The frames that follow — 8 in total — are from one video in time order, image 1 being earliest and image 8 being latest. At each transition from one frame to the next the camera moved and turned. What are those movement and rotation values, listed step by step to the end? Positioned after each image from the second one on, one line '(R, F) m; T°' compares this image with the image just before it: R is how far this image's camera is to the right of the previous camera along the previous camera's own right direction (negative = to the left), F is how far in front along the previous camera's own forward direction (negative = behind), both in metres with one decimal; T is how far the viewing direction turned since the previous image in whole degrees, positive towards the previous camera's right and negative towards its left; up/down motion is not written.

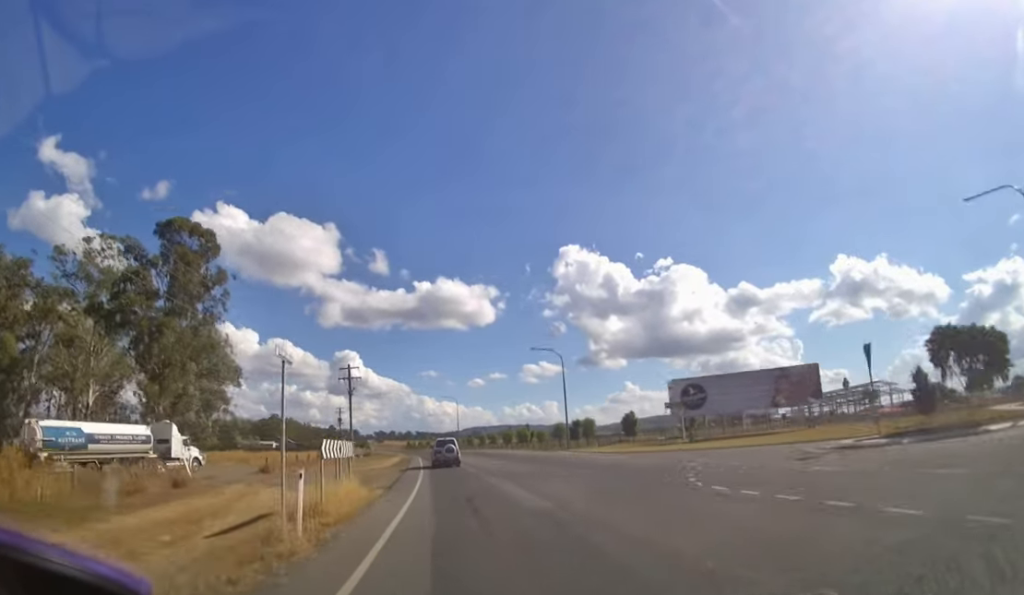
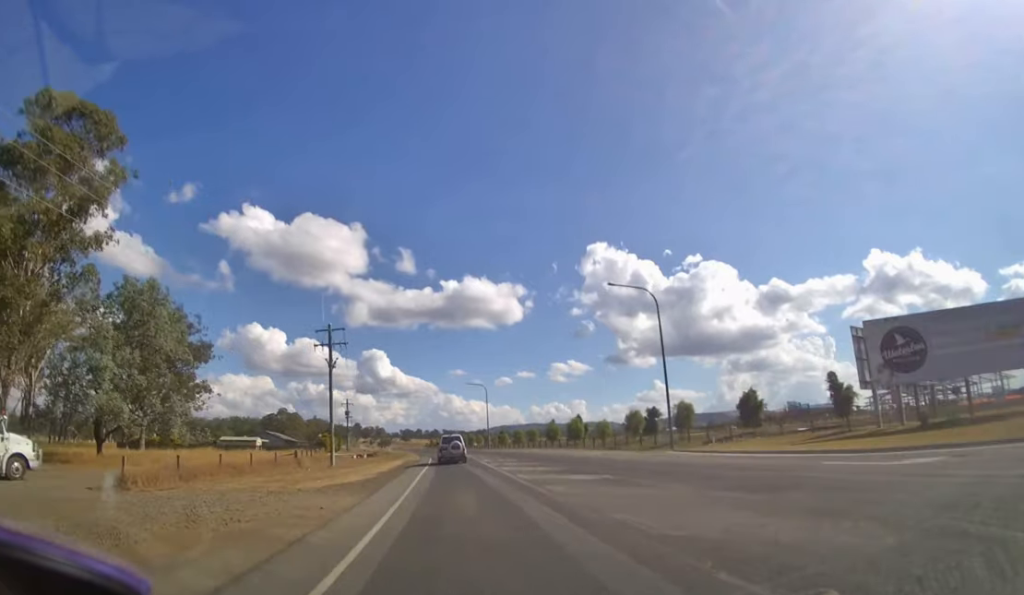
(-0.4, +19.5) m; -3°
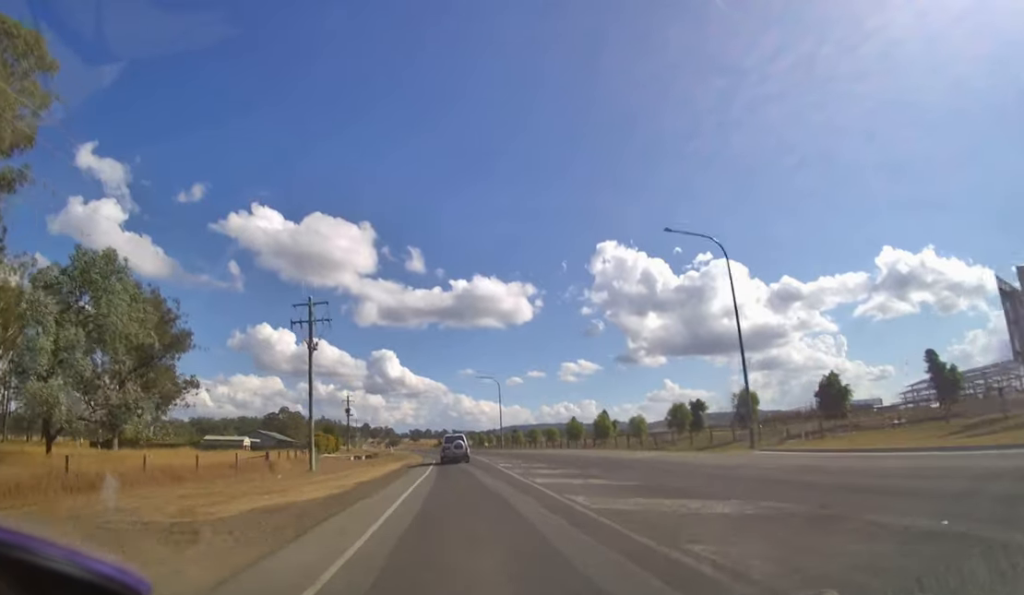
(0.0, +7.3) m; -1°
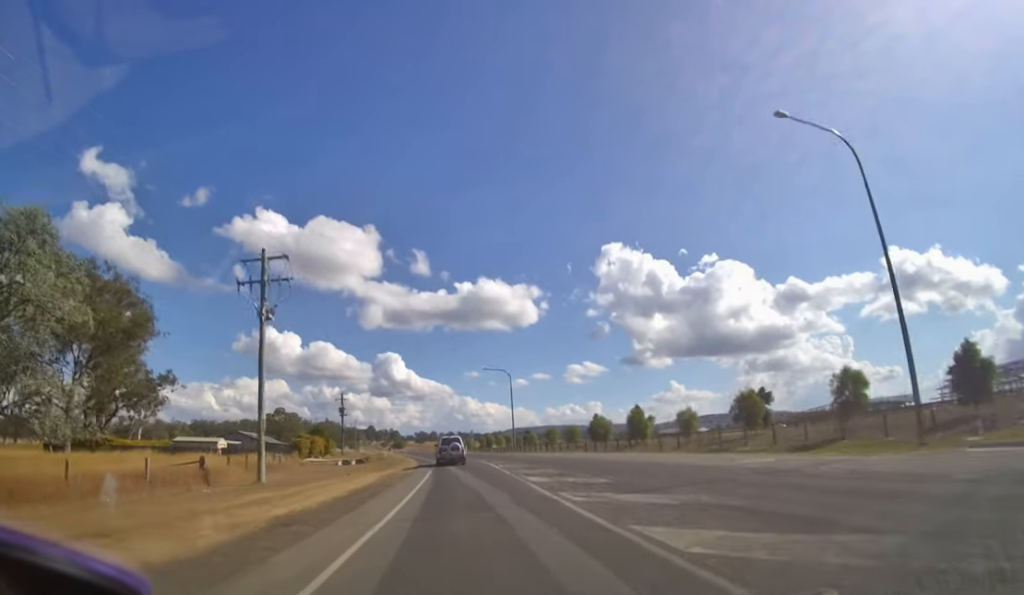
(-0.1, +8.2) m; -1°
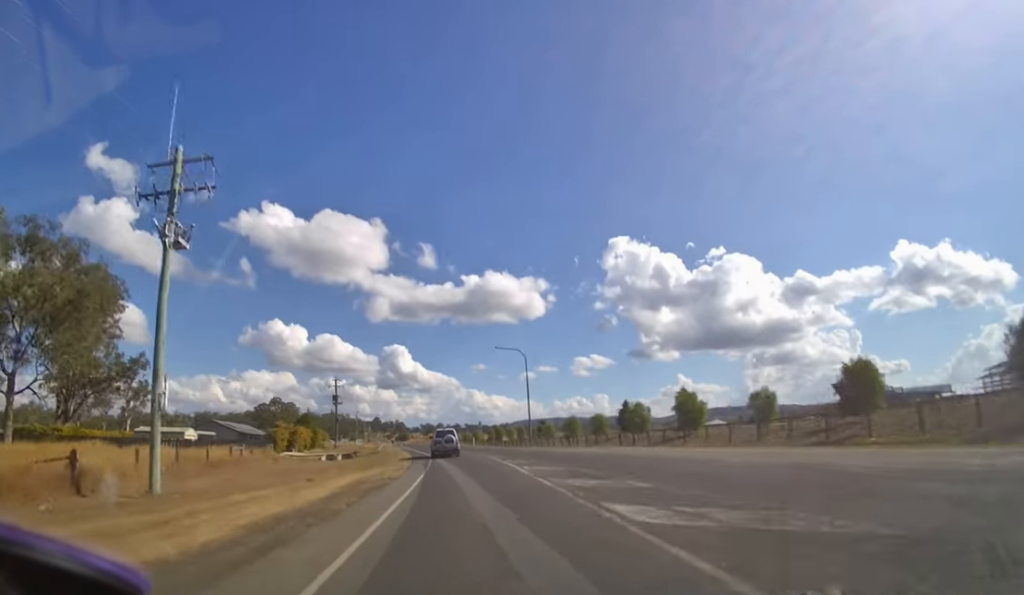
(0.0, +8.1) m; -1°
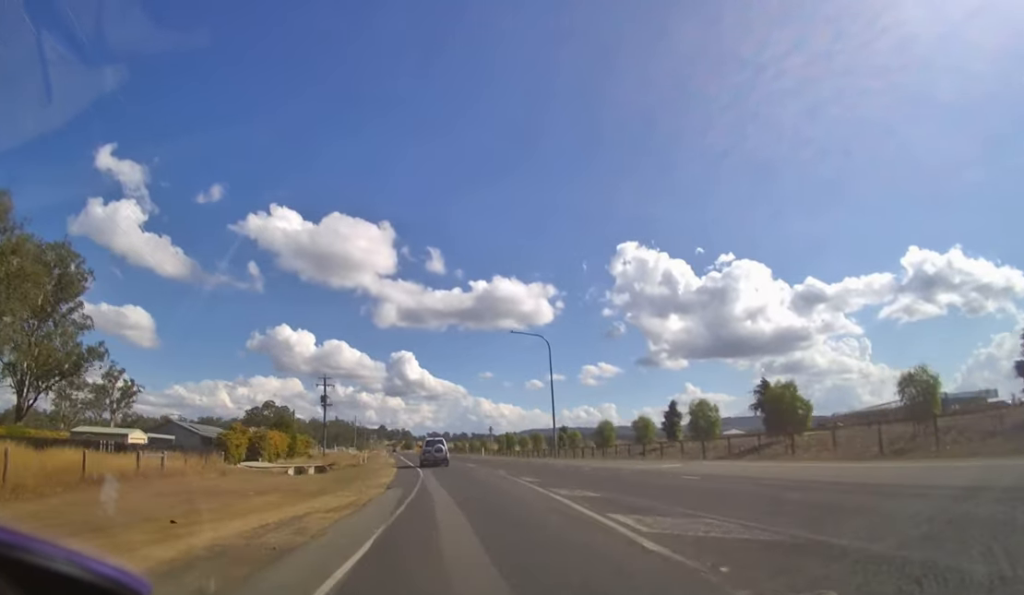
(-0.1, +9.1) m; -1°
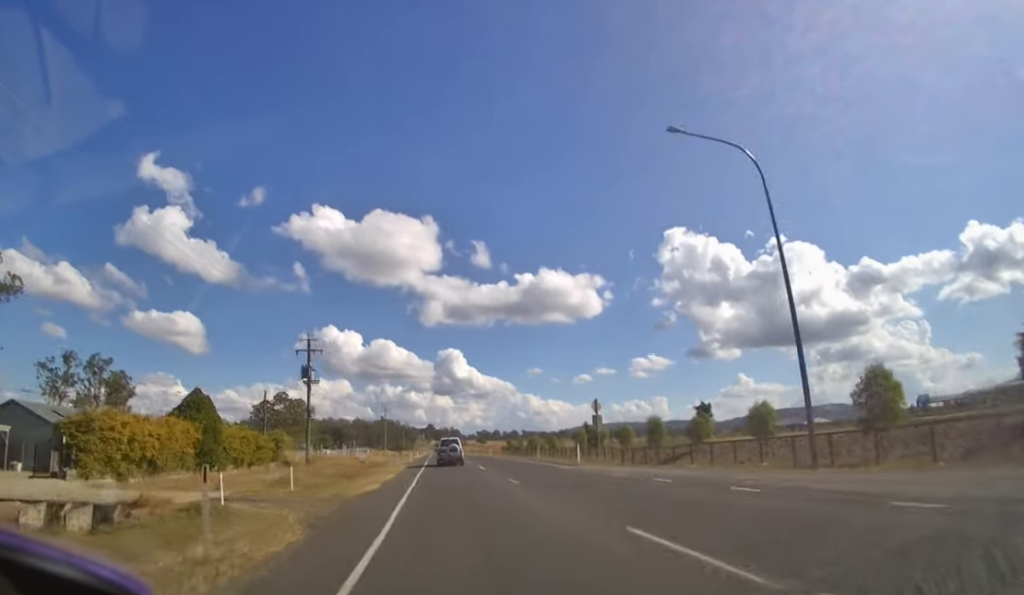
(-0.7, +25.0) m; -4°
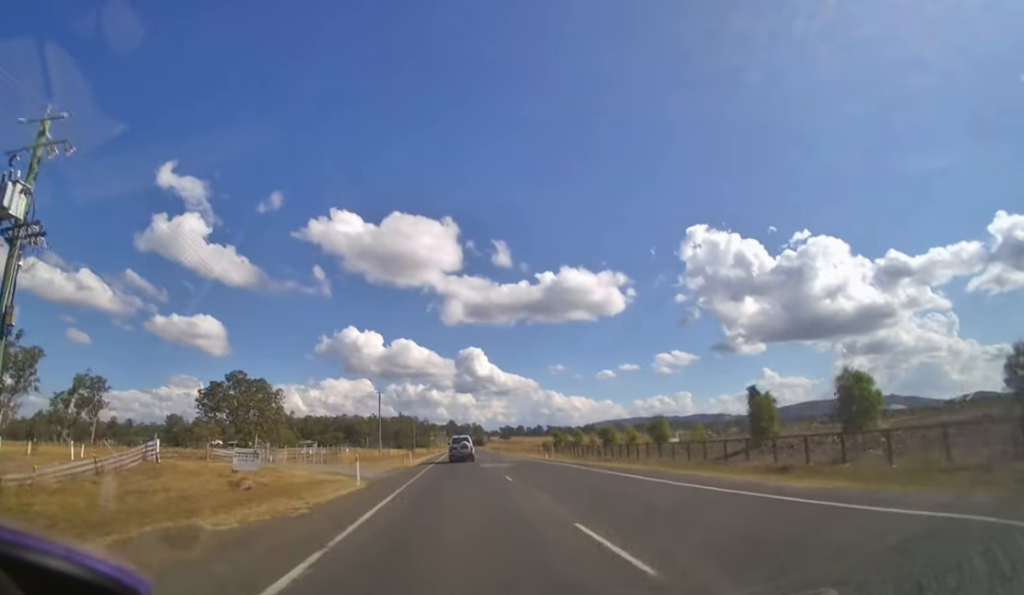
(-1.6, +35.8) m; -4°
